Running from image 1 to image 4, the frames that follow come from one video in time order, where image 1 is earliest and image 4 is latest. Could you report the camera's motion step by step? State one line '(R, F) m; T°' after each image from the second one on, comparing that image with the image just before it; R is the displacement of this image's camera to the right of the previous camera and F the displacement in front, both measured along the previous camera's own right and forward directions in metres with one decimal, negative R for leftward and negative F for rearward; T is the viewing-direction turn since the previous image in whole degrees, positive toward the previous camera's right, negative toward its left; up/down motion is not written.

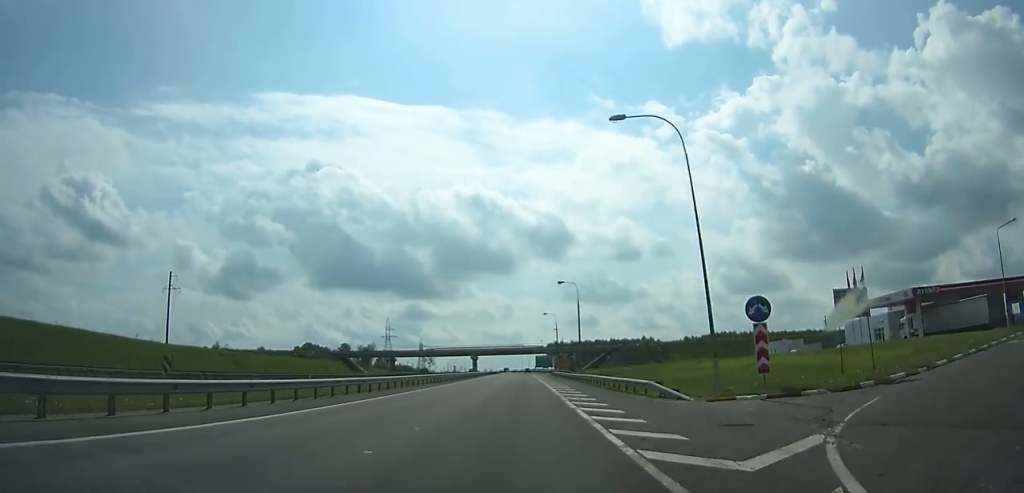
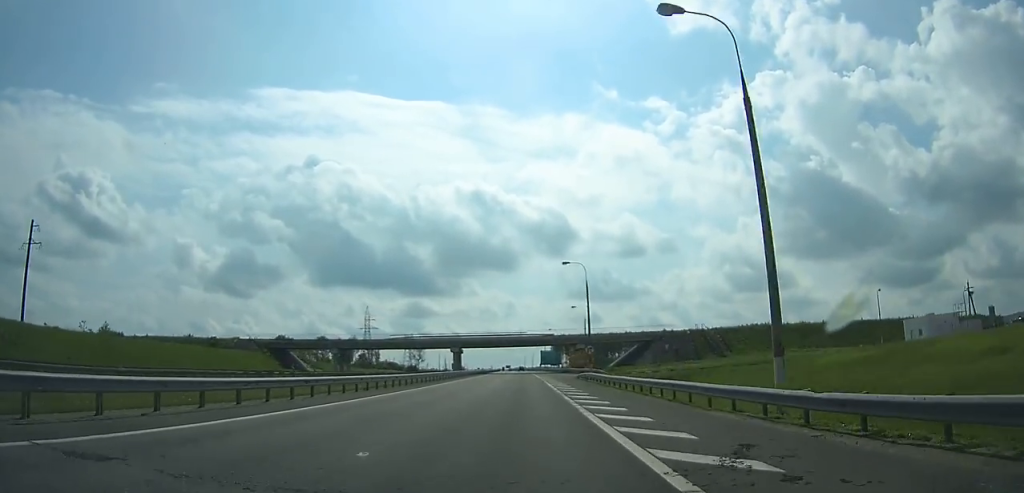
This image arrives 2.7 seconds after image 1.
(-0.1, +49.9) m; -1°
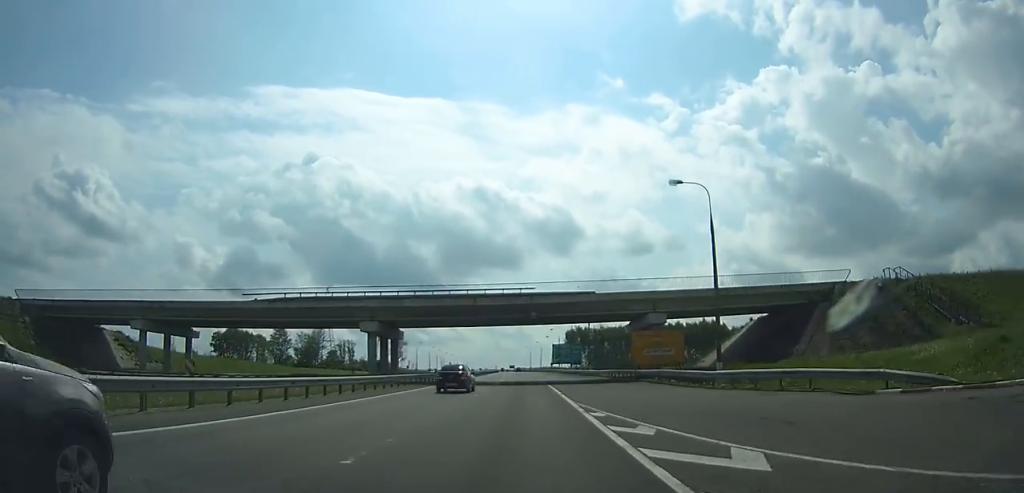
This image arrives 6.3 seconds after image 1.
(-0.5, +65.7) m; -1°
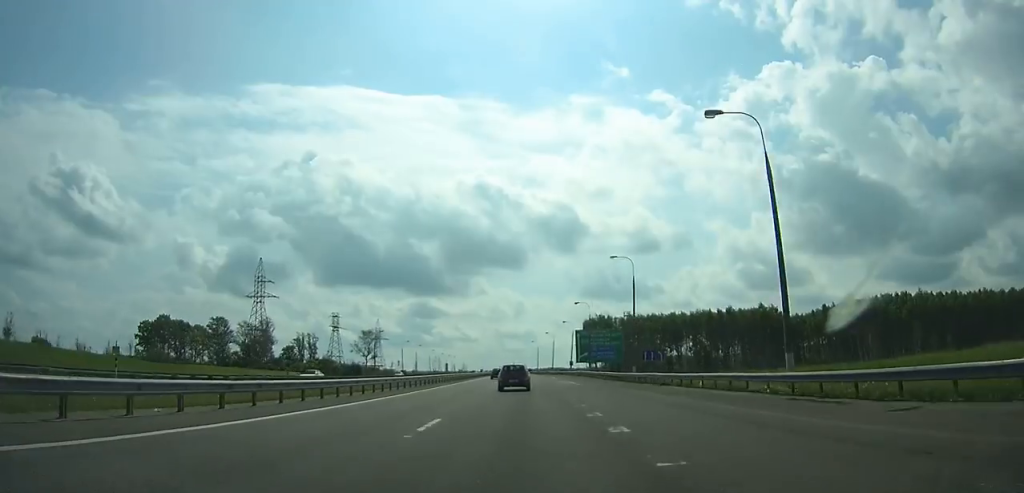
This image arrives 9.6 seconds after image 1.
(-0.4, +59.7) m; 0°
